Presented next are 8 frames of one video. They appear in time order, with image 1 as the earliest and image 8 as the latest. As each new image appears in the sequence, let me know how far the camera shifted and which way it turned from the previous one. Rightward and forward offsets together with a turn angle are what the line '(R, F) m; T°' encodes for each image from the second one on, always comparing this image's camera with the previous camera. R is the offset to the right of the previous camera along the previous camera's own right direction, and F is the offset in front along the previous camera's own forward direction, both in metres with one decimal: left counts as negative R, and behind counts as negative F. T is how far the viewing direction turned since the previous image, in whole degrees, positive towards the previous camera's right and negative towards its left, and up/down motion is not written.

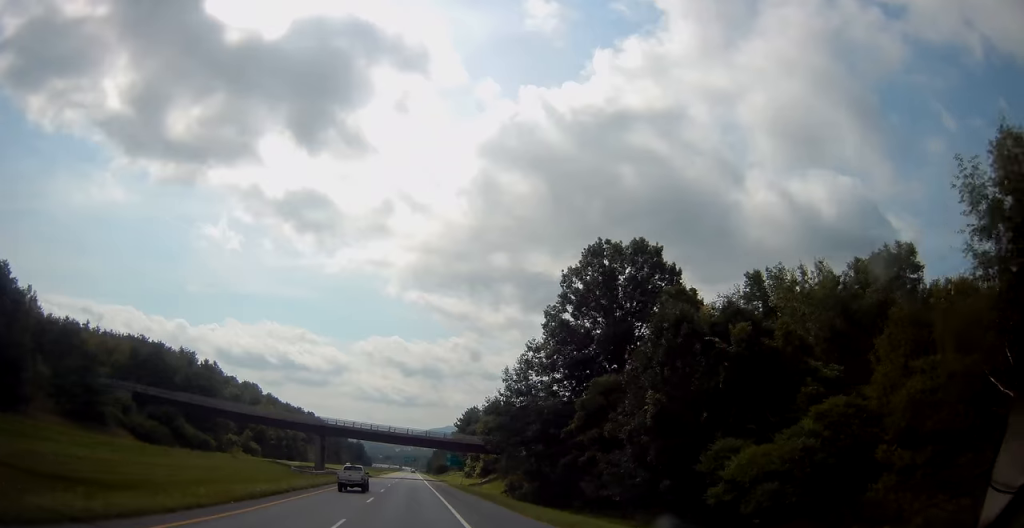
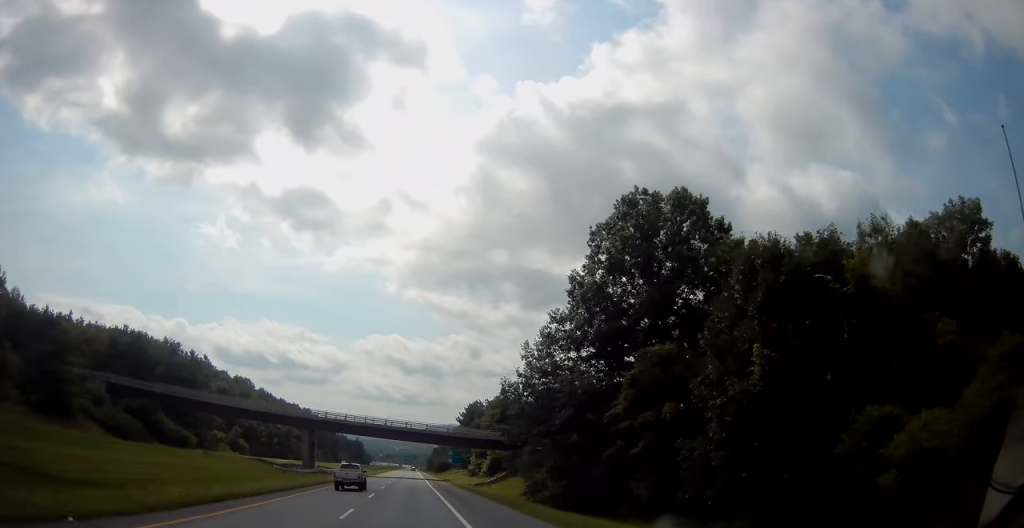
(0.0, +10.2) m; 0°
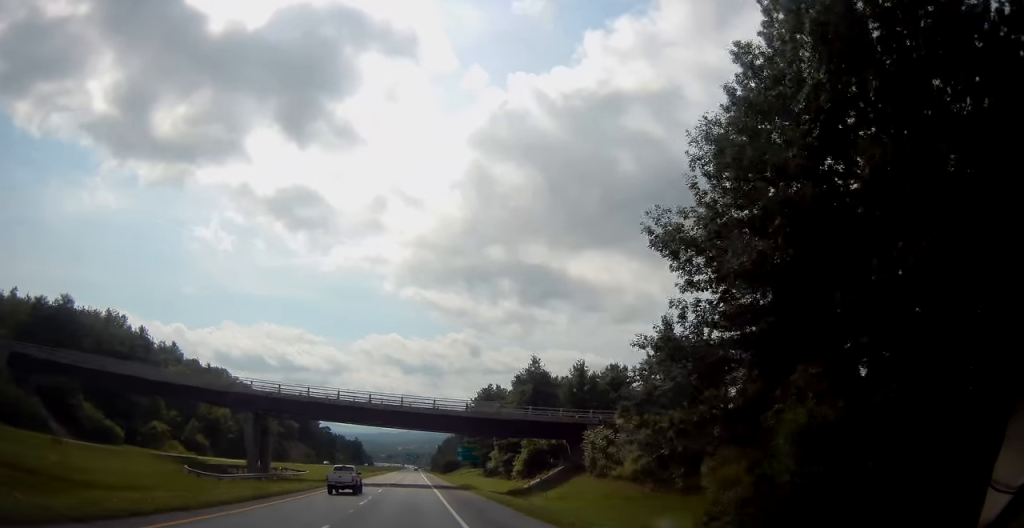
(0.0, +29.8) m; 0°
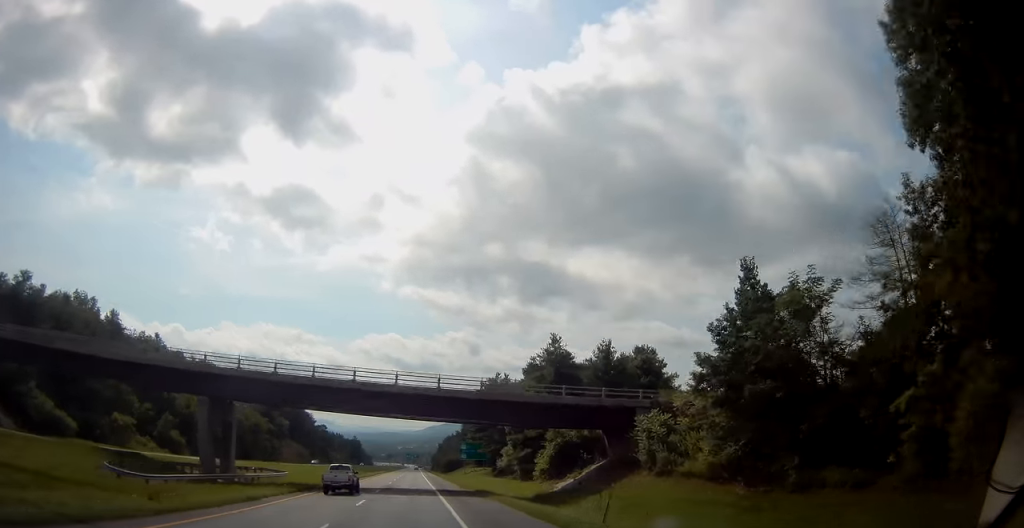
(0.0, +12.9) m; 0°
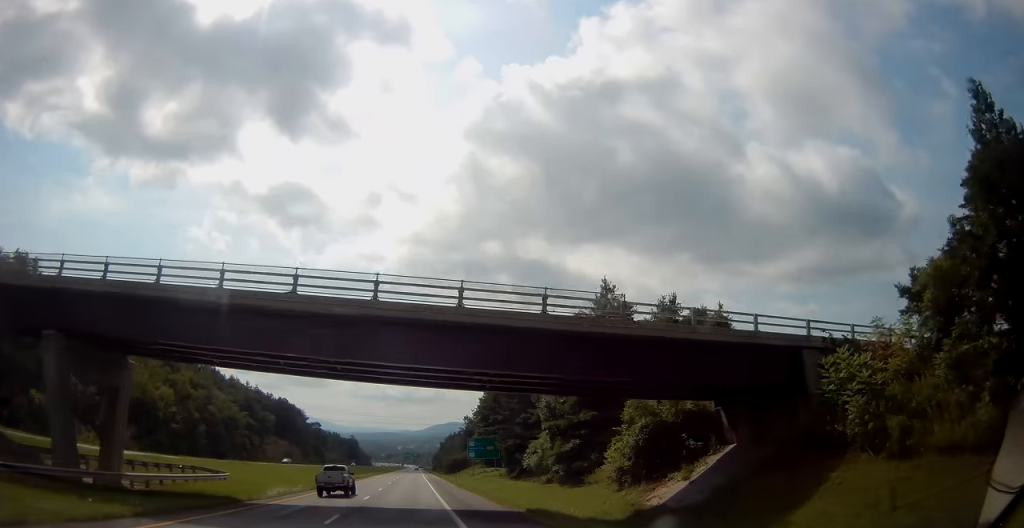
(0.0, +20.6) m; 0°
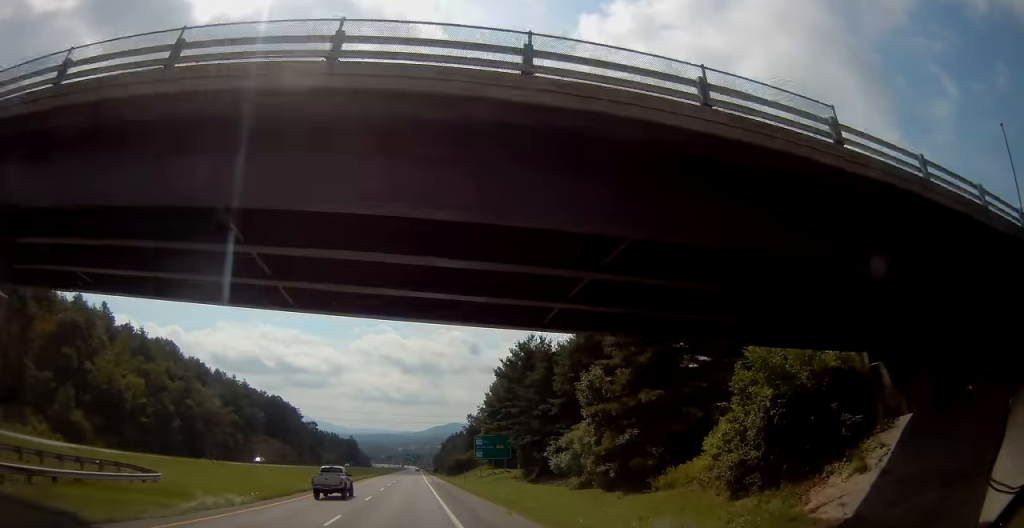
(0.0, +12.8) m; 0°
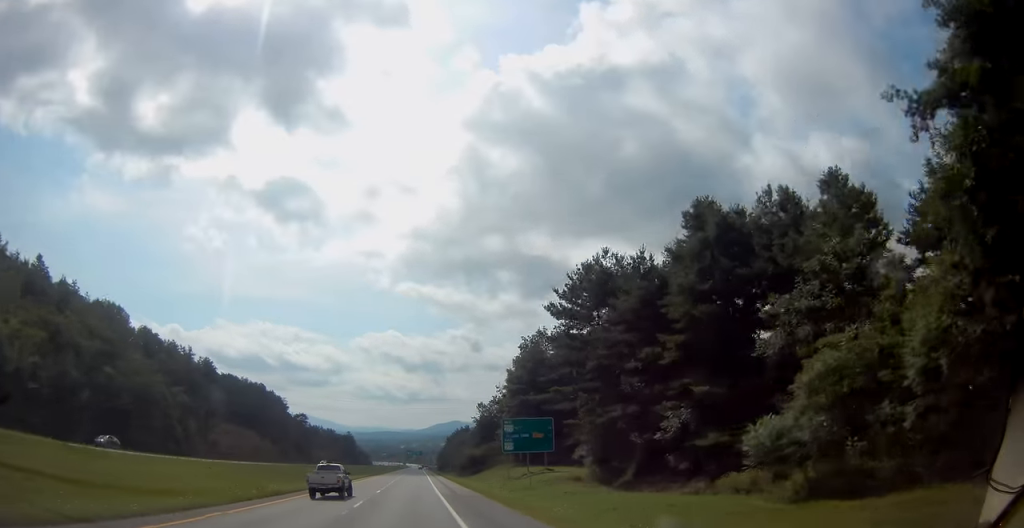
(-0.2, +31.4) m; 0°
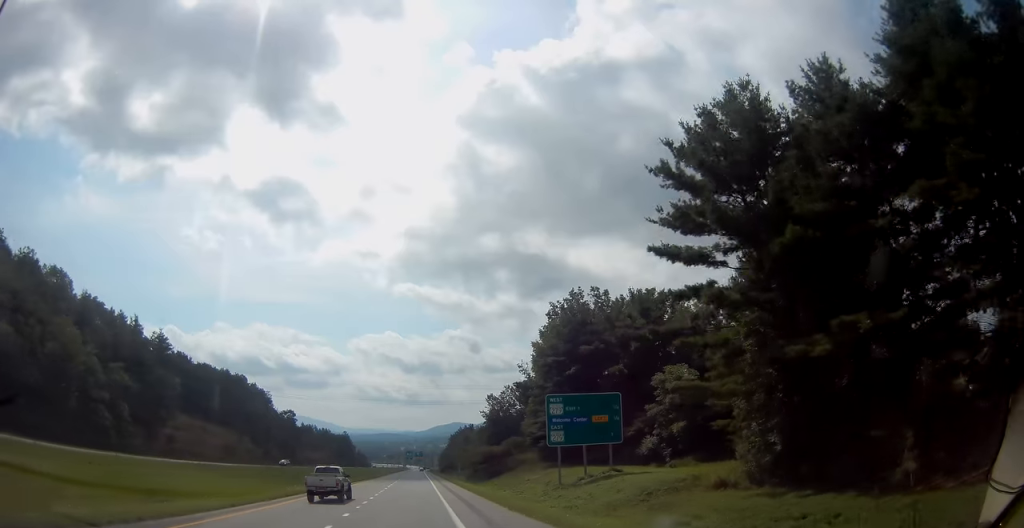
(0.0, +25.2) m; 0°
